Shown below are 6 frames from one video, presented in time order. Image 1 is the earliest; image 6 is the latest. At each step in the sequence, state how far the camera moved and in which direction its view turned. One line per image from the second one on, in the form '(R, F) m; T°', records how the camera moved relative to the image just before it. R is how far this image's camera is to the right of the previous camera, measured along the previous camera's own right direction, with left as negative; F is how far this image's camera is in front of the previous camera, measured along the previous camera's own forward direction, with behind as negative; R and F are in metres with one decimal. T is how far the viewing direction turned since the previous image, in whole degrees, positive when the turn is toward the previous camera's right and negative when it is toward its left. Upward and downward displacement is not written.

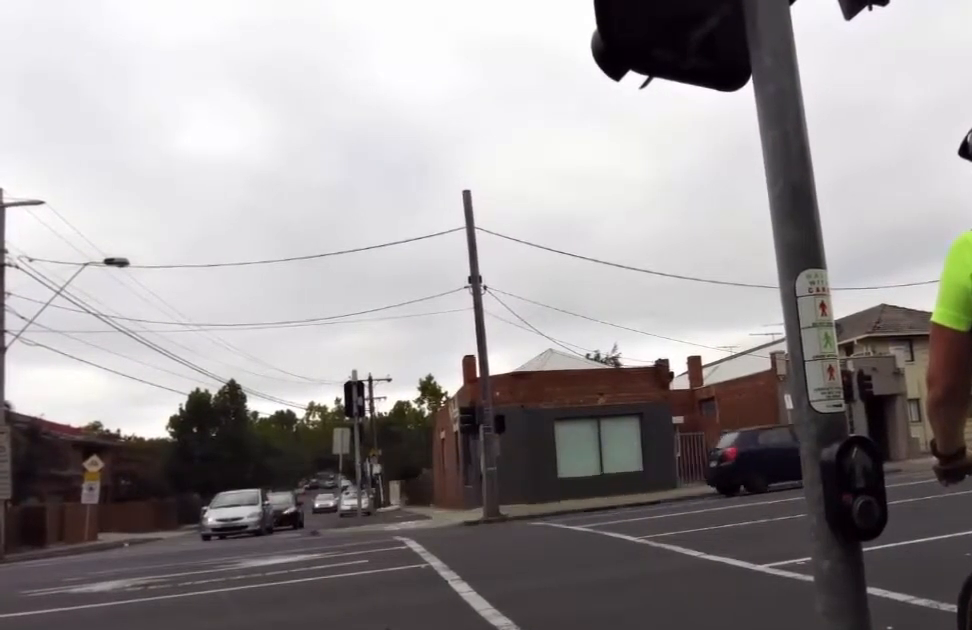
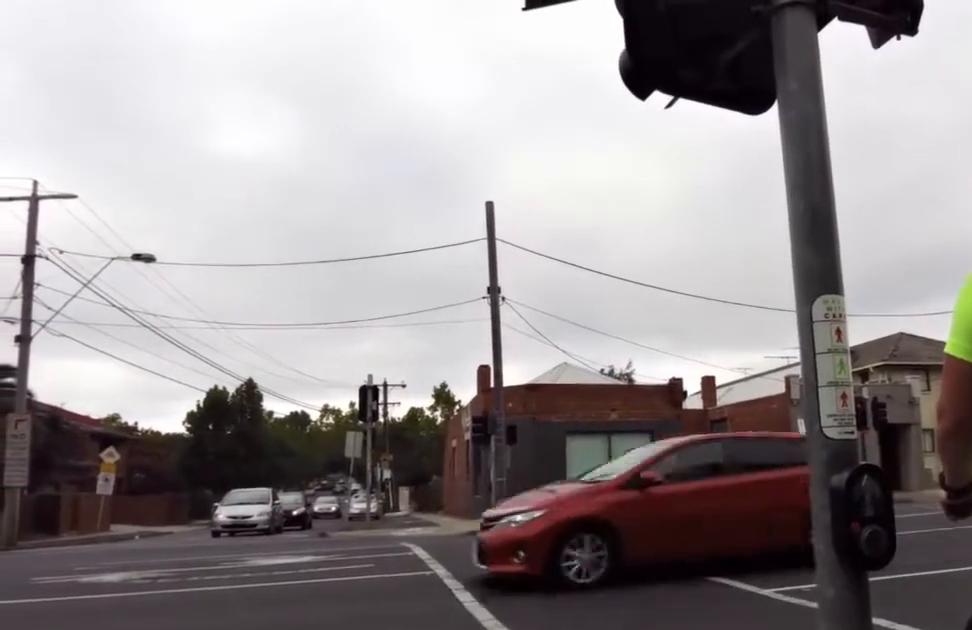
(0.0, 0.0) m; 0°
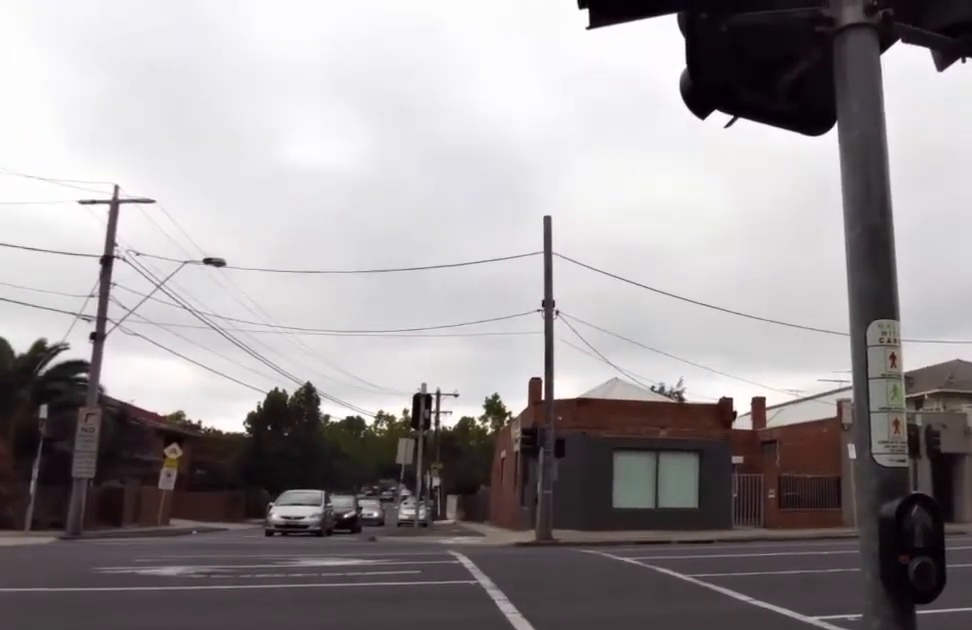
(0.0, 0.0) m; 0°
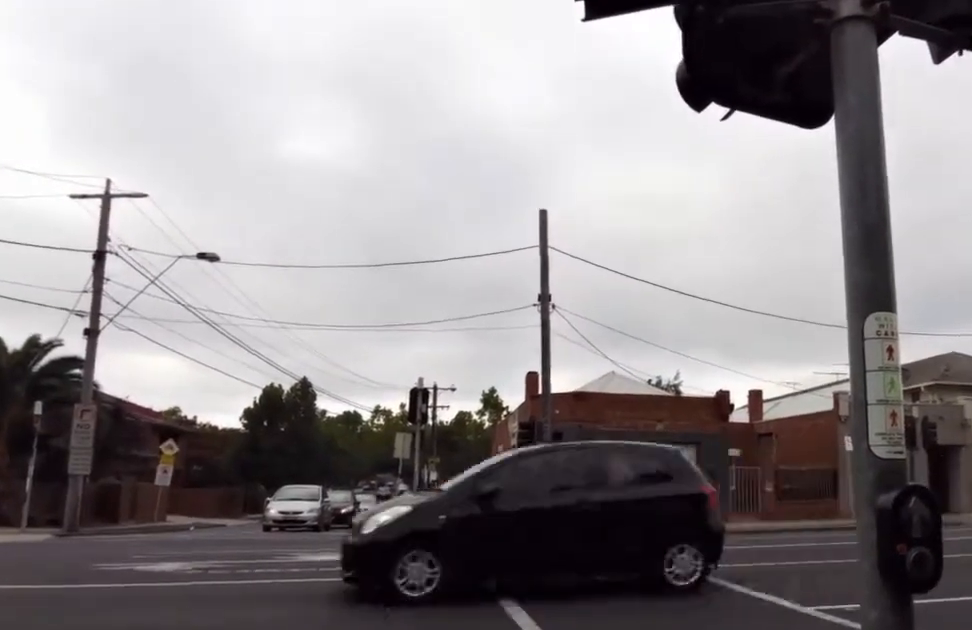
(0.0, 0.0) m; 0°
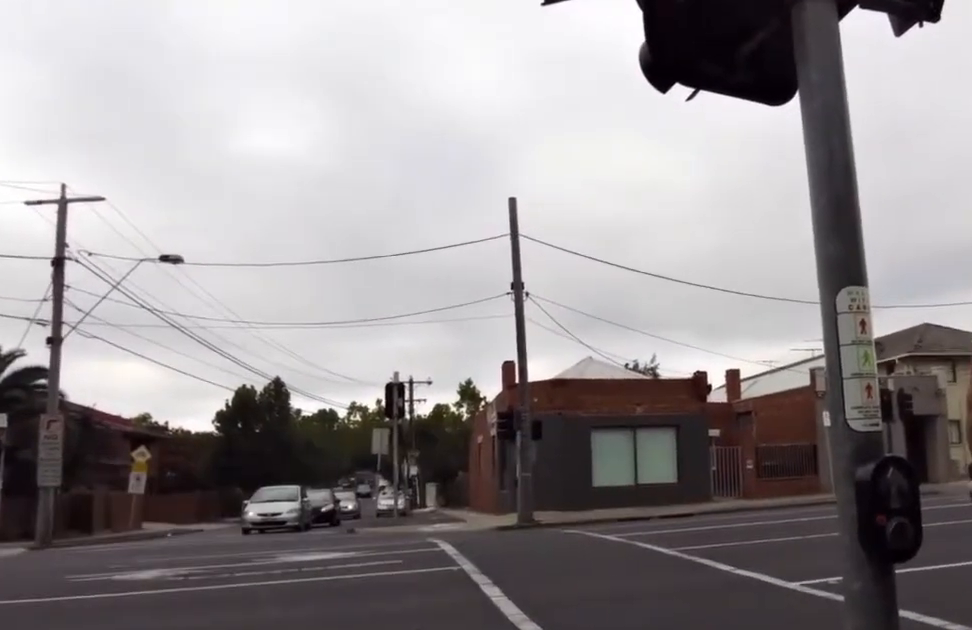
(0.0, 0.0) m; 0°
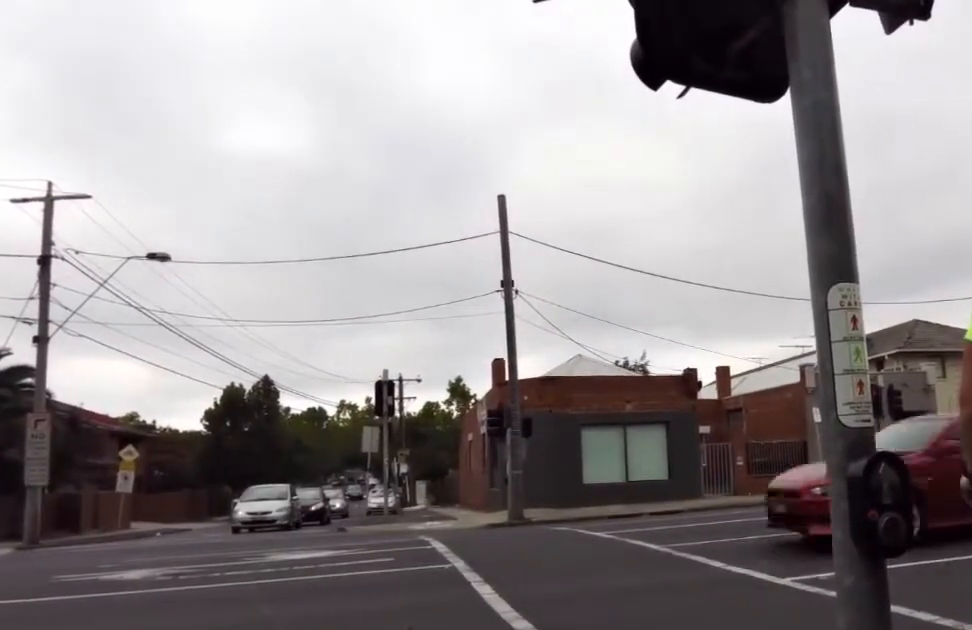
(0.0, 0.0) m; 0°
